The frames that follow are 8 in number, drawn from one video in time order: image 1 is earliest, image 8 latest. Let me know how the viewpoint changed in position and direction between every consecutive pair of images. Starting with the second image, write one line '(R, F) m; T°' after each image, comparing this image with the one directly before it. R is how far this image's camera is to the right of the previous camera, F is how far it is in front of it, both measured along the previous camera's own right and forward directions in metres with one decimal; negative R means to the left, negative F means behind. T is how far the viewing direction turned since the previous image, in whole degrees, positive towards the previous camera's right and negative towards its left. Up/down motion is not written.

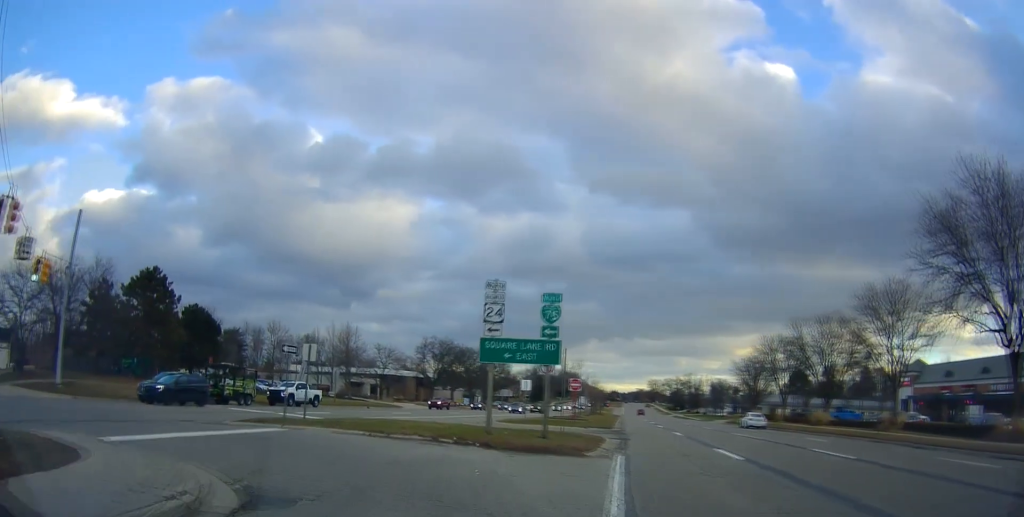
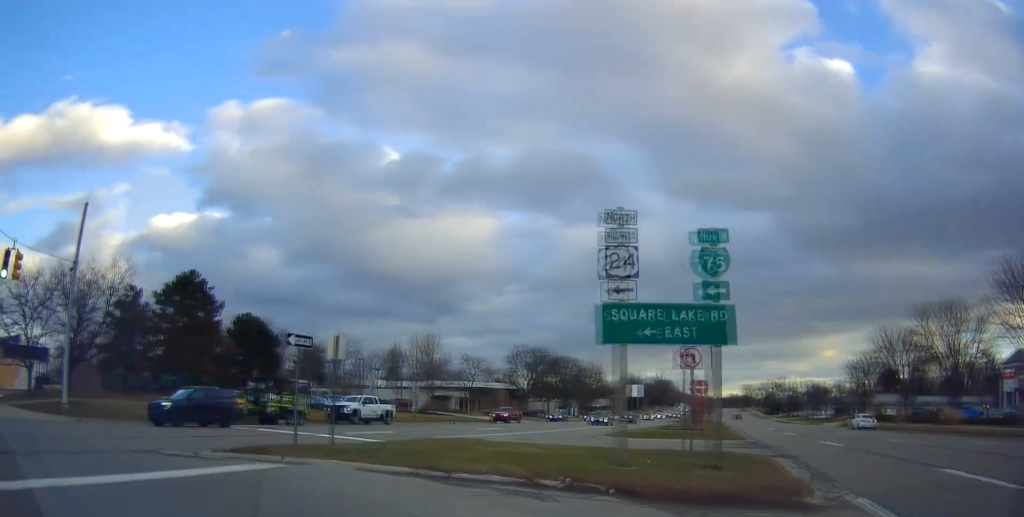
(-0.6, +8.7) m; -7°
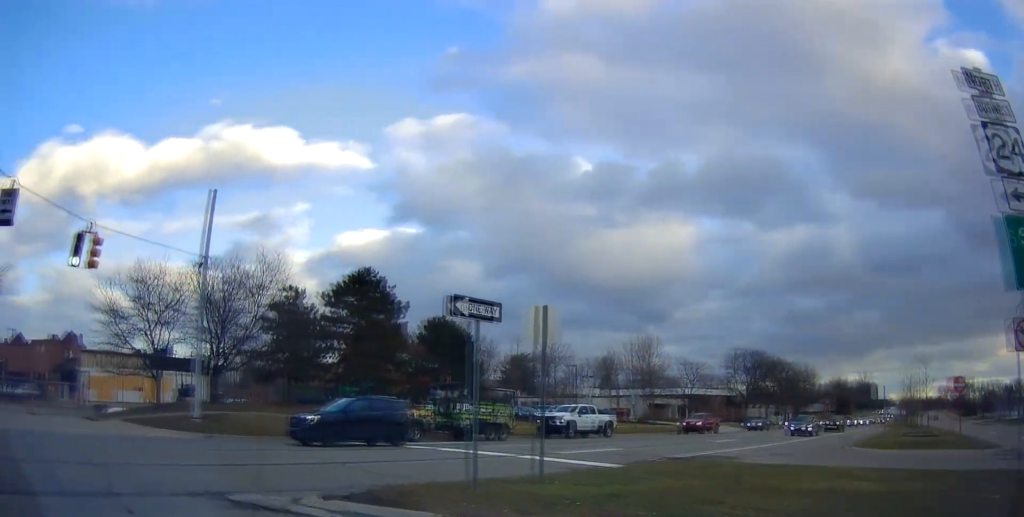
(-0.8, +7.3) m; -20°
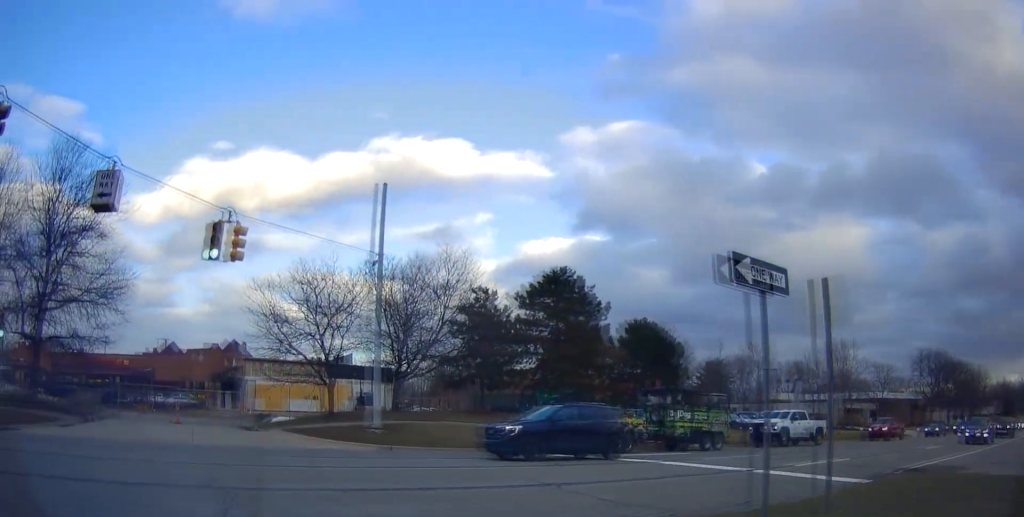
(-0.6, +2.3) m; -34°
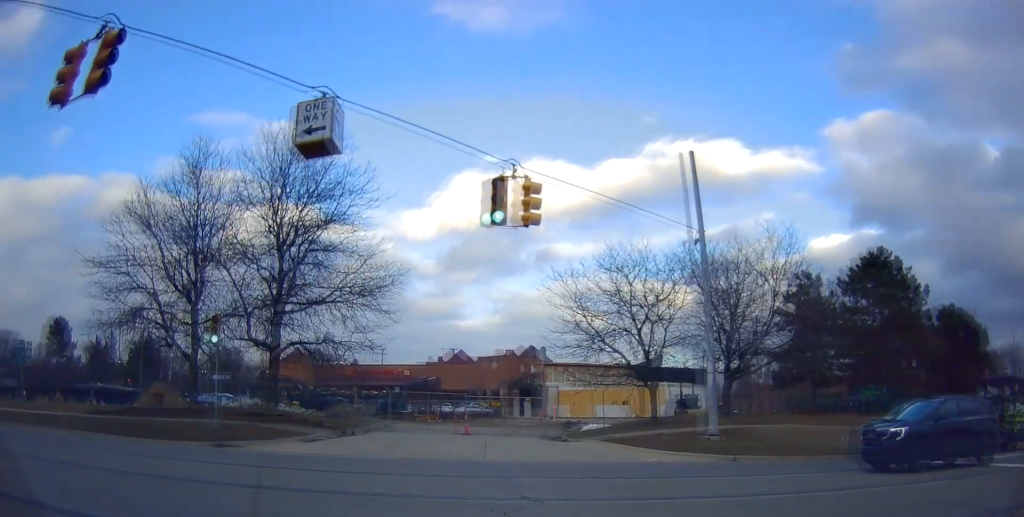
(-1.1, +2.4) m; -29°
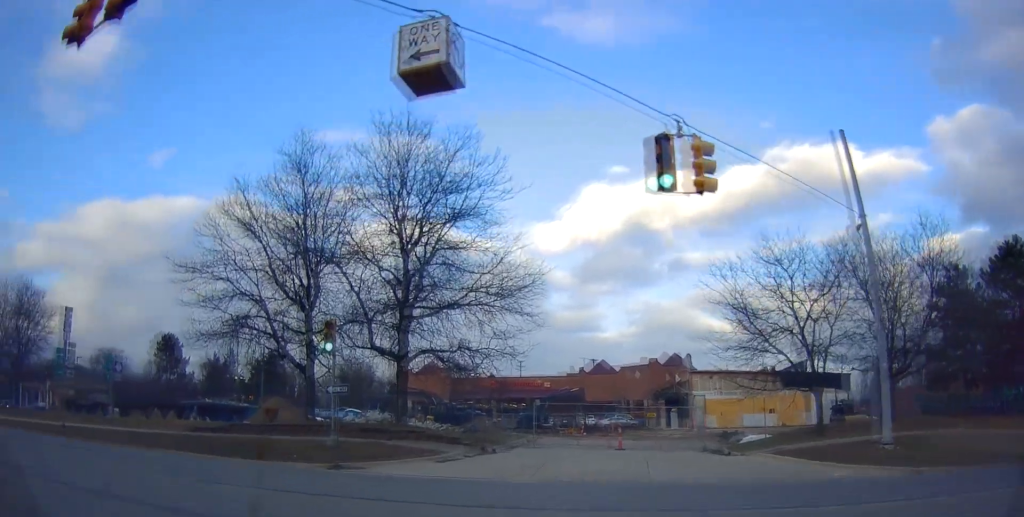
(-0.2, +1.9) m; -11°
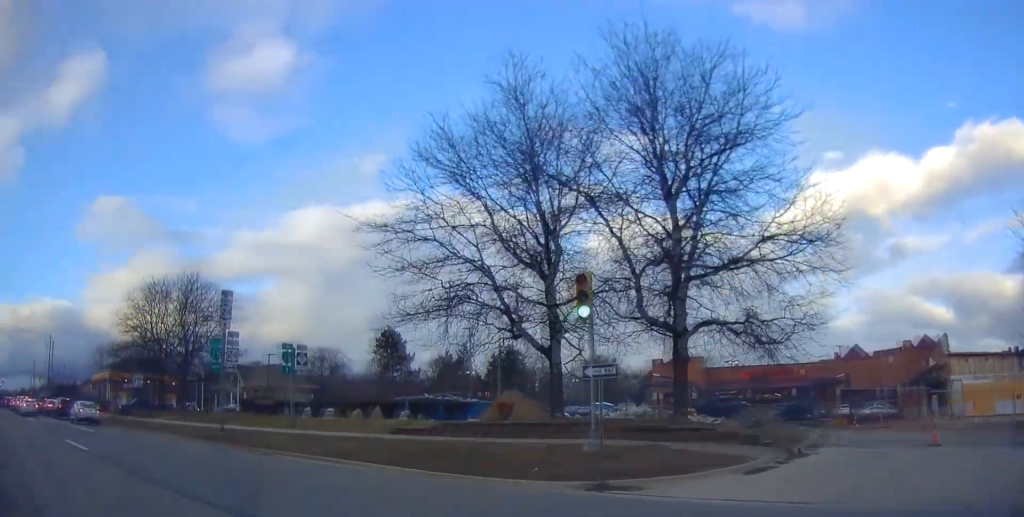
(-0.6, +4.4) m; -18°
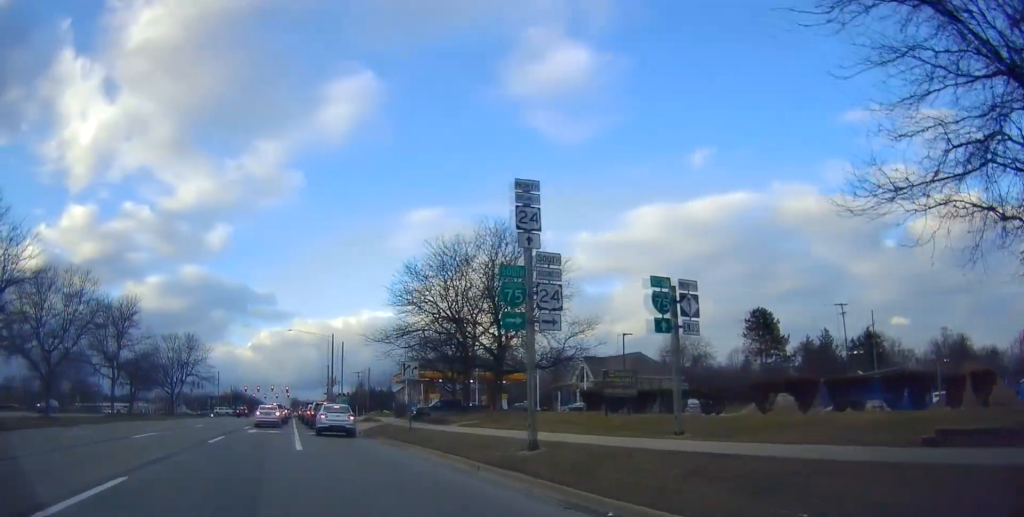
(-3.0, +10.8) m; -28°
